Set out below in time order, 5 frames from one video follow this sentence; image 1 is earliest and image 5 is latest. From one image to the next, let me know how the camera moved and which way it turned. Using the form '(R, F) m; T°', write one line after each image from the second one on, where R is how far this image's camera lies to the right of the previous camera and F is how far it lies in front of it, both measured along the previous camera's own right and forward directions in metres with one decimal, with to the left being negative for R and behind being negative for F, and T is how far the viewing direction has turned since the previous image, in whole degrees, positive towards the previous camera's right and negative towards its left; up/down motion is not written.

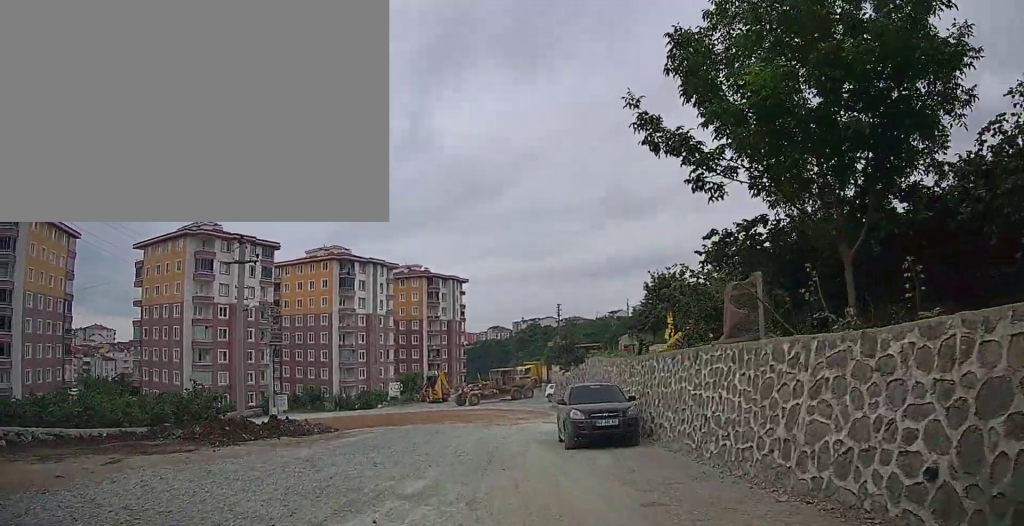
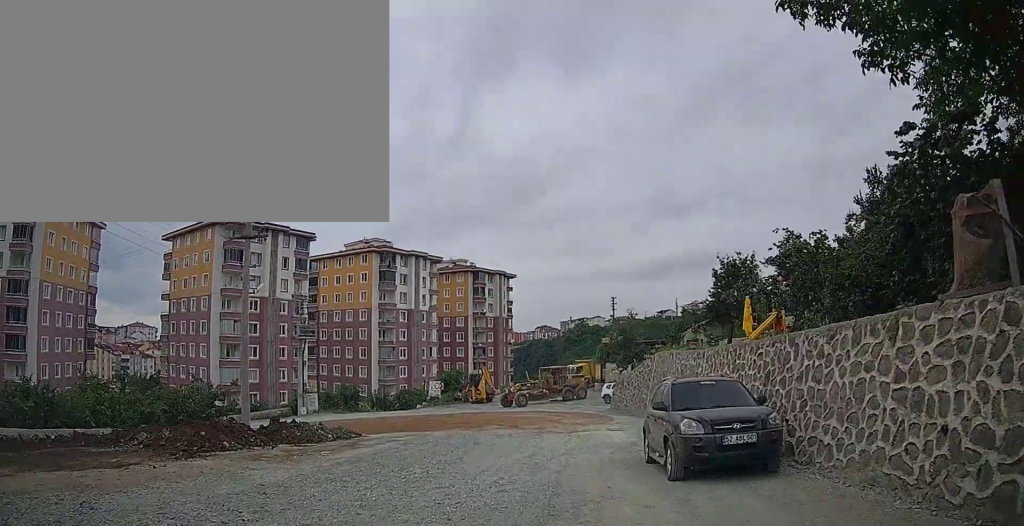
(0.0, +5.1) m; -4°
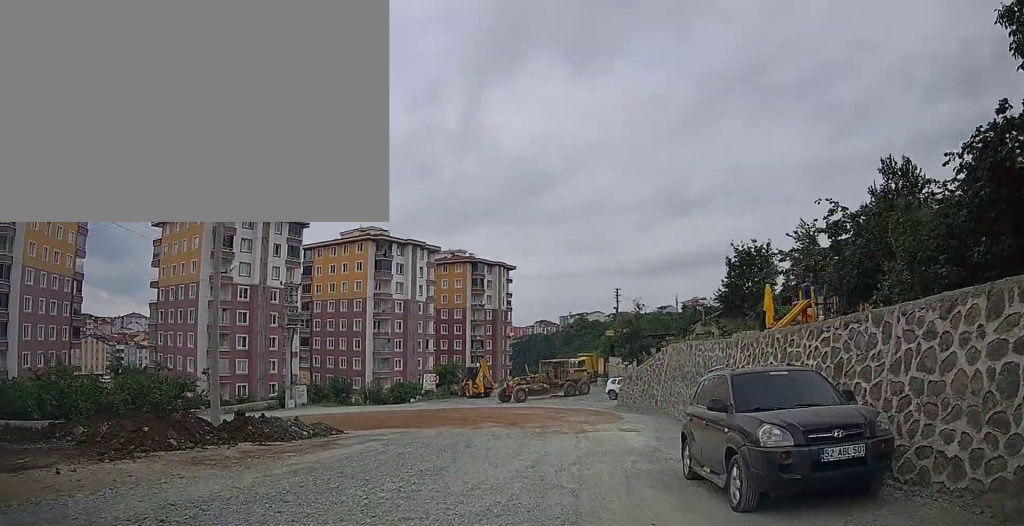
(-0.2, +2.6) m; -1°
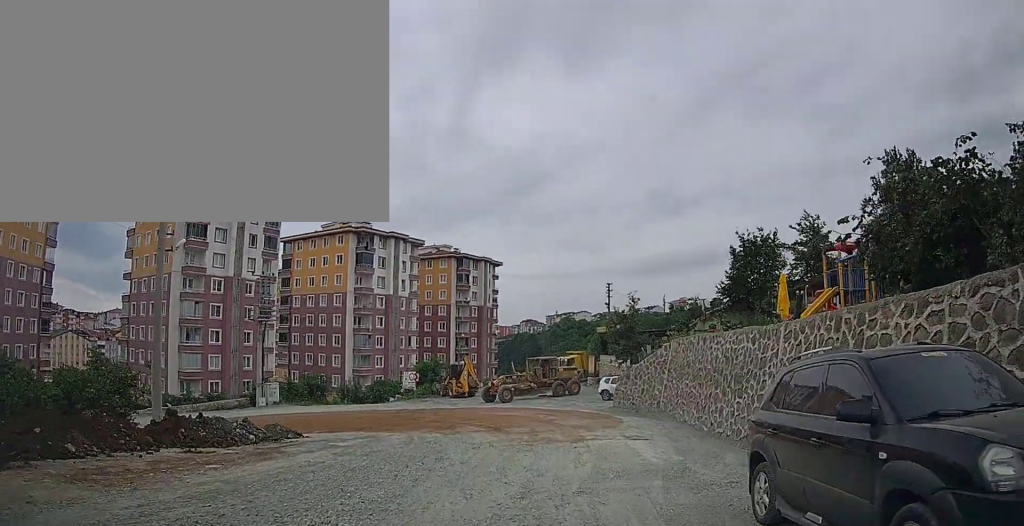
(-0.2, +3.2) m; 0°
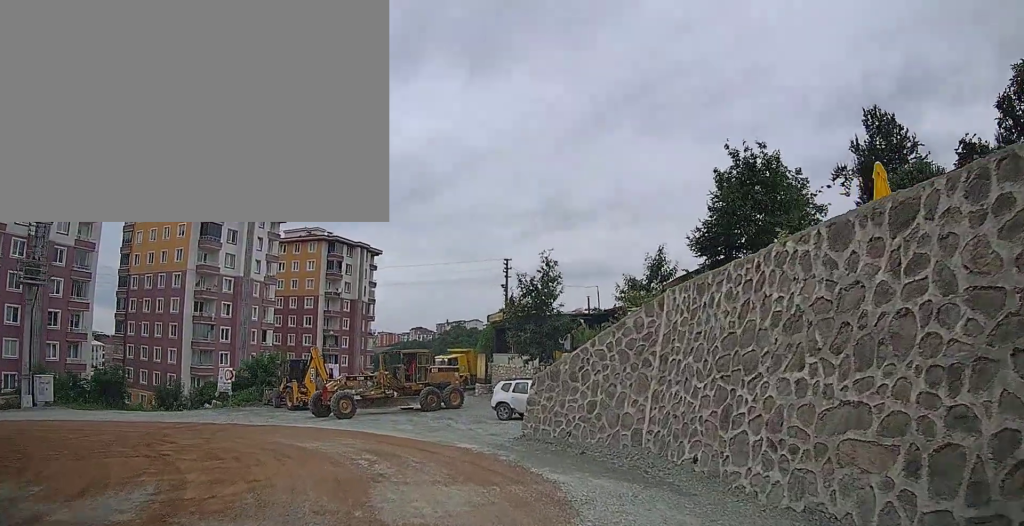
(+2.5, +15.2) m; +12°
